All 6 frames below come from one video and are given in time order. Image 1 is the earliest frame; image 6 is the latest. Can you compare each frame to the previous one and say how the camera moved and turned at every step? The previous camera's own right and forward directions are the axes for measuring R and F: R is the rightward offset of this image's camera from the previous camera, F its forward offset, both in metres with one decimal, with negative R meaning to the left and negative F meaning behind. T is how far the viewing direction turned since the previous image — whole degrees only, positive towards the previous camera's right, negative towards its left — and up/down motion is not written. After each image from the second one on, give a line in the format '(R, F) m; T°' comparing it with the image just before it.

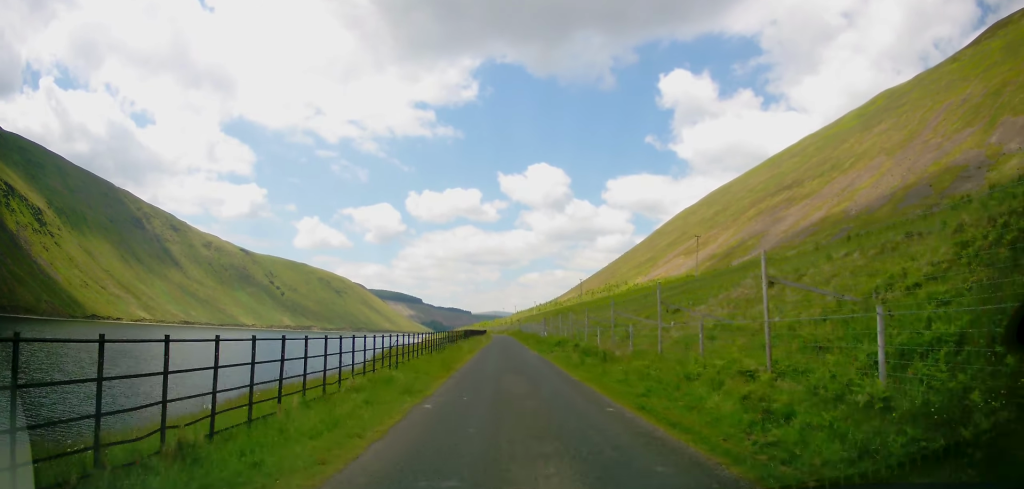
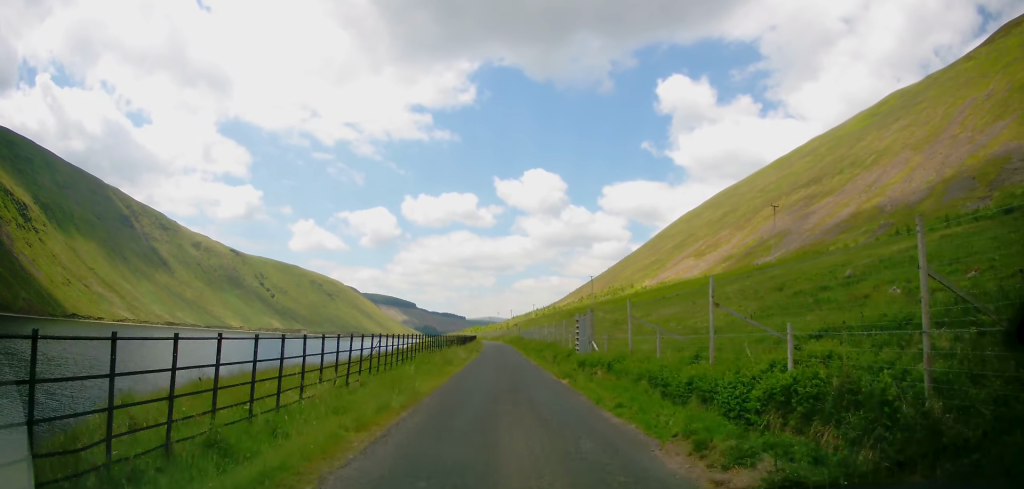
(+0.2, +28.7) m; -1°
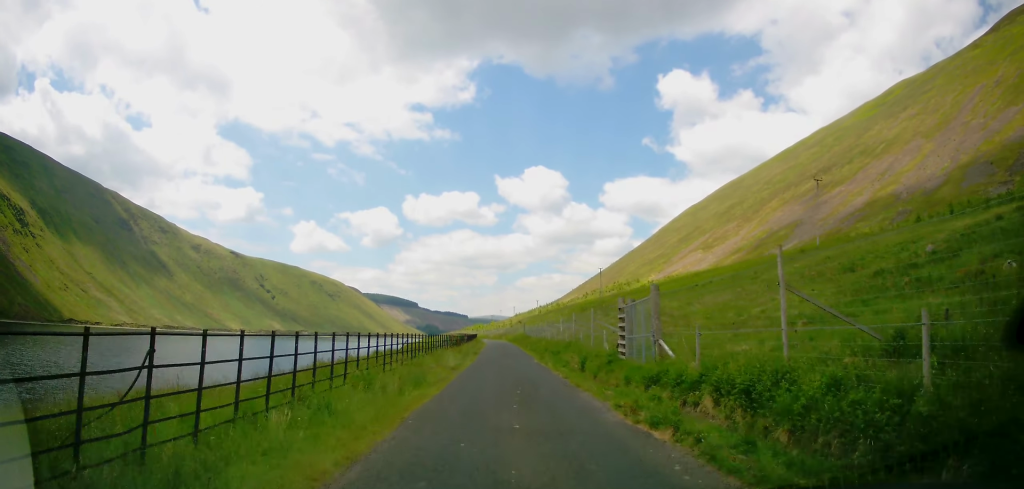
(-0.1, +9.5) m; 0°
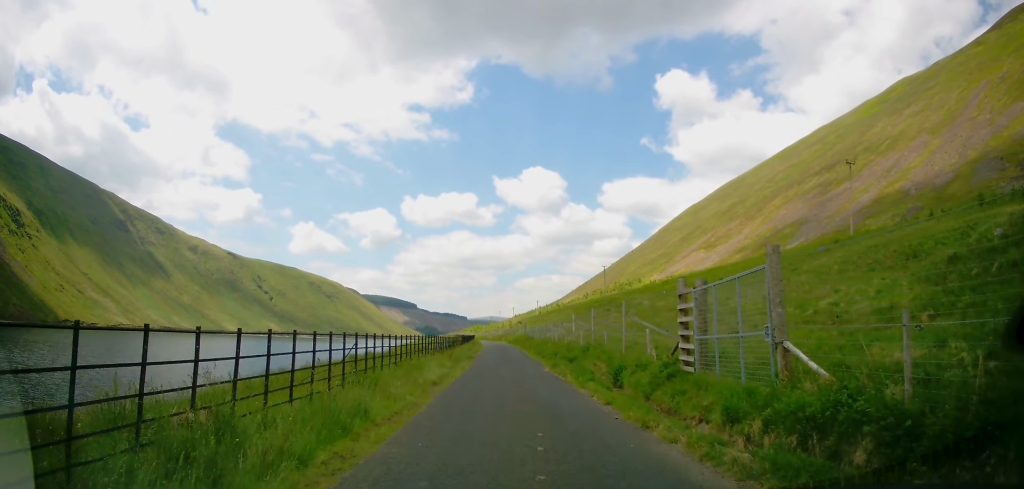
(0.0, +6.5) m; 0°
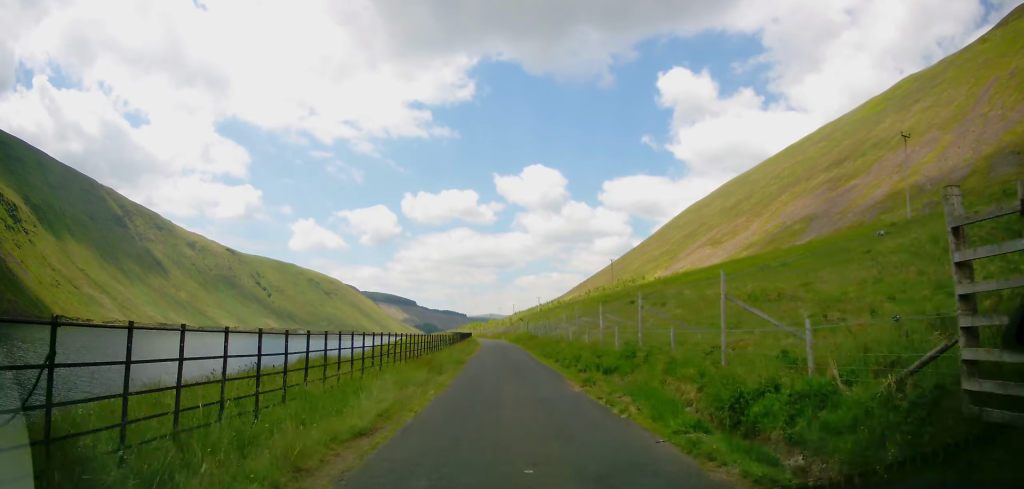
(0.0, +8.5) m; +1°
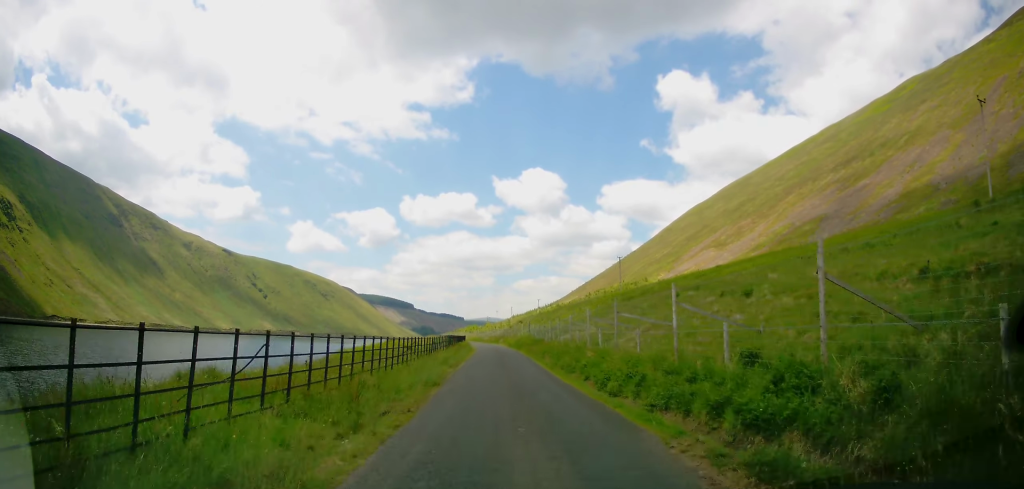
(-0.1, +9.9) m; +2°
